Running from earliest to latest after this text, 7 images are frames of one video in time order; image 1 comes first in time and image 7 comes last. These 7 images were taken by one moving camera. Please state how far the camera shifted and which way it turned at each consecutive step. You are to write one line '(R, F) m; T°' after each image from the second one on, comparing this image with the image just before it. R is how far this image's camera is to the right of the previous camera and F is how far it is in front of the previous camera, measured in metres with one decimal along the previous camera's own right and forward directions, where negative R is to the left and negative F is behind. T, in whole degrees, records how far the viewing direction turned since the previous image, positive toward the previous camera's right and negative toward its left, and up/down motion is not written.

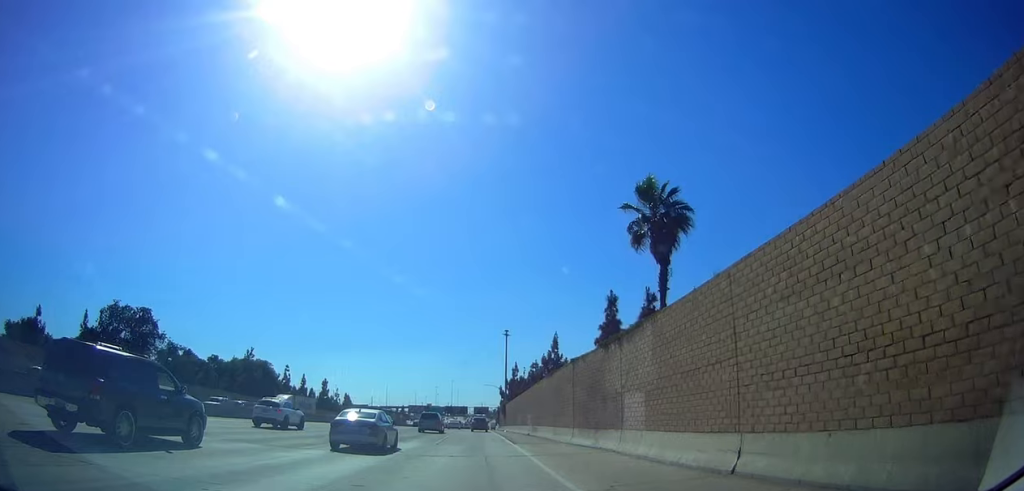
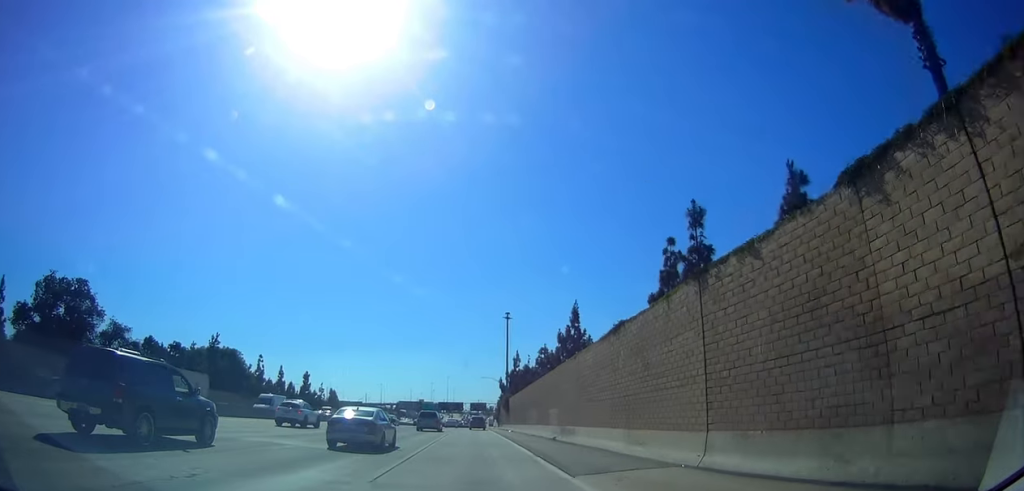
(-0.5, +16.4) m; +1°
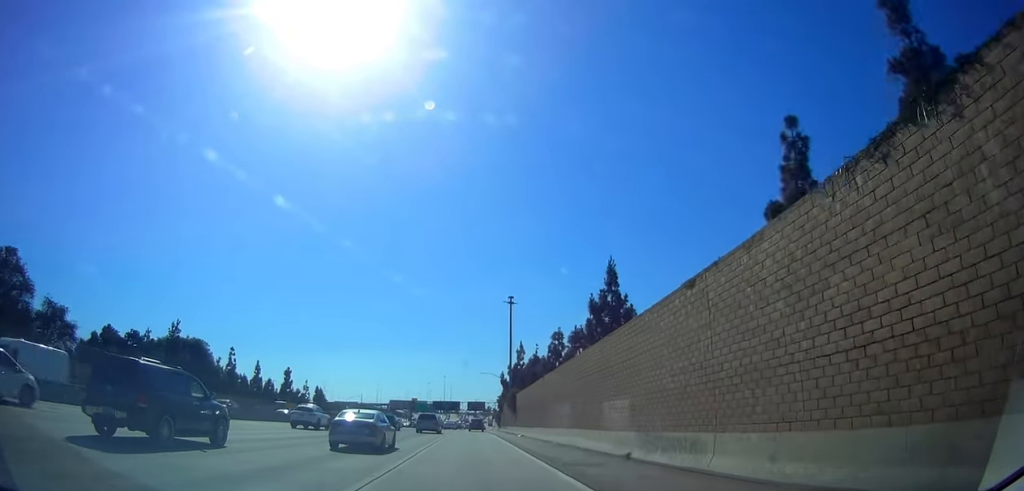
(+0.7, +15.2) m; +2°
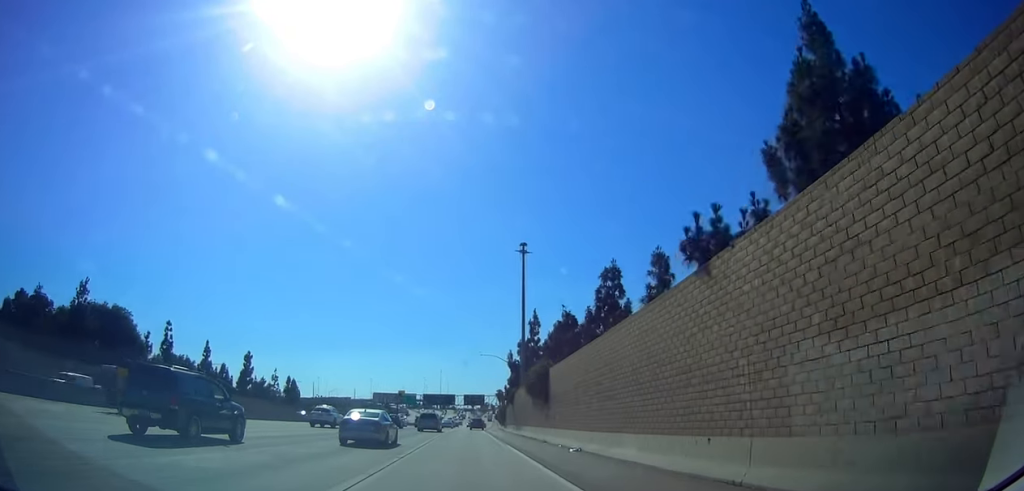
(-0.8, +26.0) m; -2°
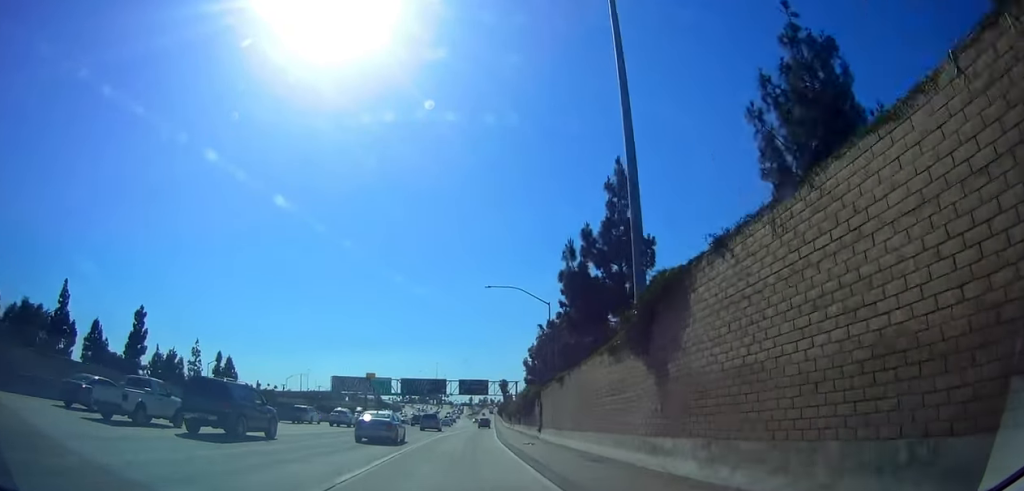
(+0.6, +43.1) m; +2°
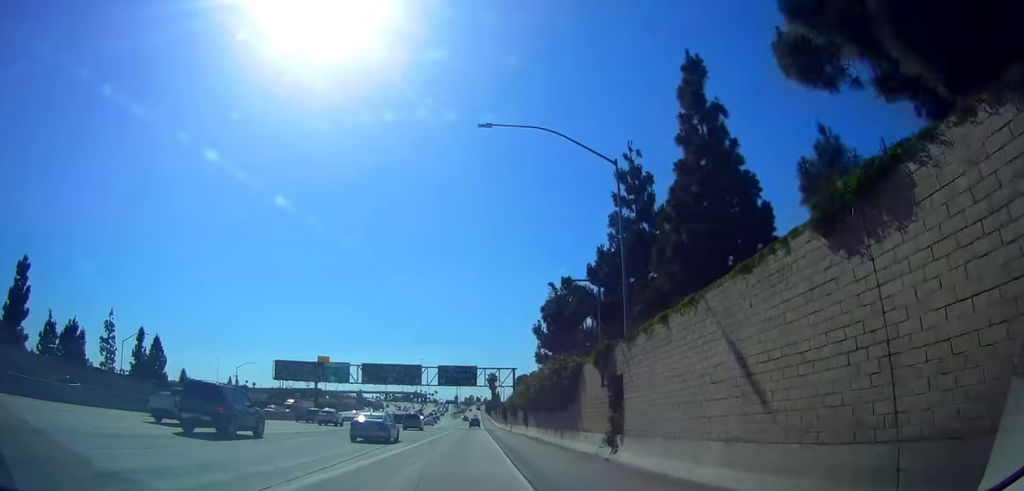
(0.0, +24.3) m; 0°
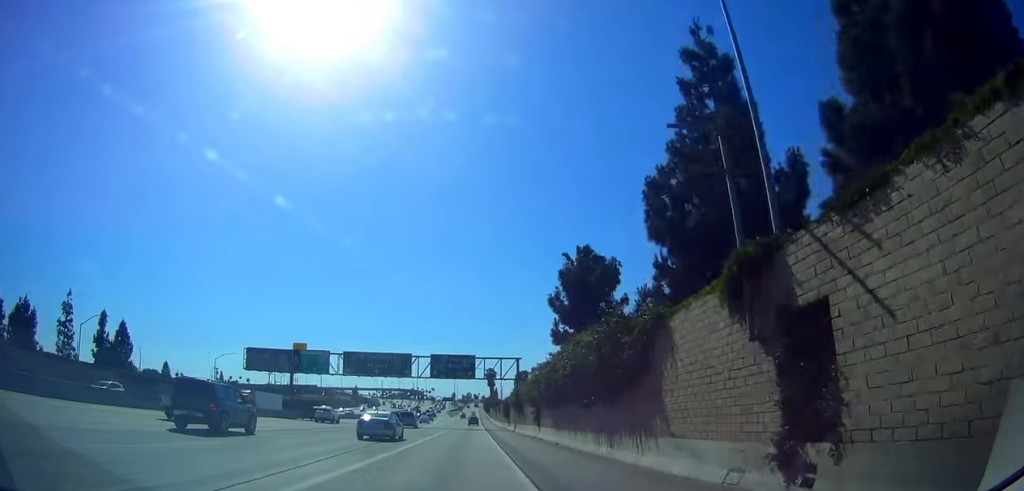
(0.0, +10.0) m; +1°
